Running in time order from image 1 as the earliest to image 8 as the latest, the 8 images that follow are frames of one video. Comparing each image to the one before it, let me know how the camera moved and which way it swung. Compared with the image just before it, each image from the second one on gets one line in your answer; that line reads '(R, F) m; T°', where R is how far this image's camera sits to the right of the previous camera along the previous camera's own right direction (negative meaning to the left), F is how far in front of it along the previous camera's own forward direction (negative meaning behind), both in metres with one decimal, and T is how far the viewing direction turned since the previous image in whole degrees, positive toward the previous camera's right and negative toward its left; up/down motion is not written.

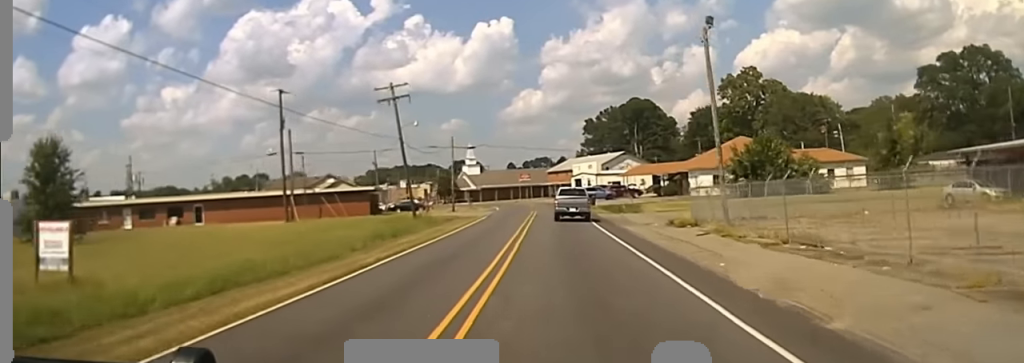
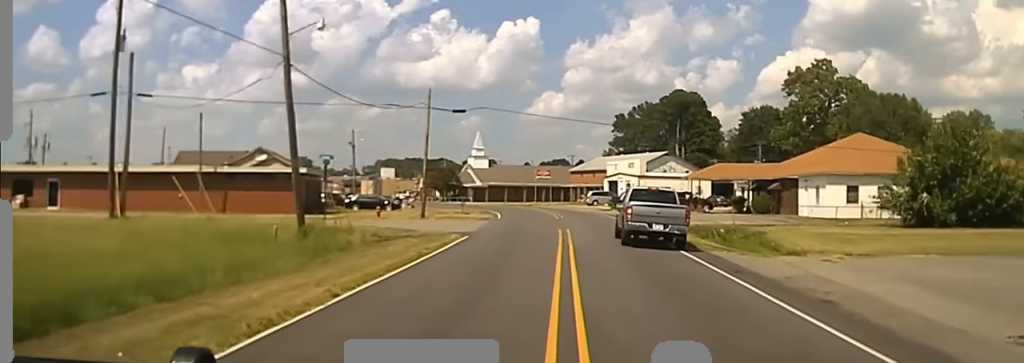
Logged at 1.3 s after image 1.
(0.0, +36.1) m; -1°
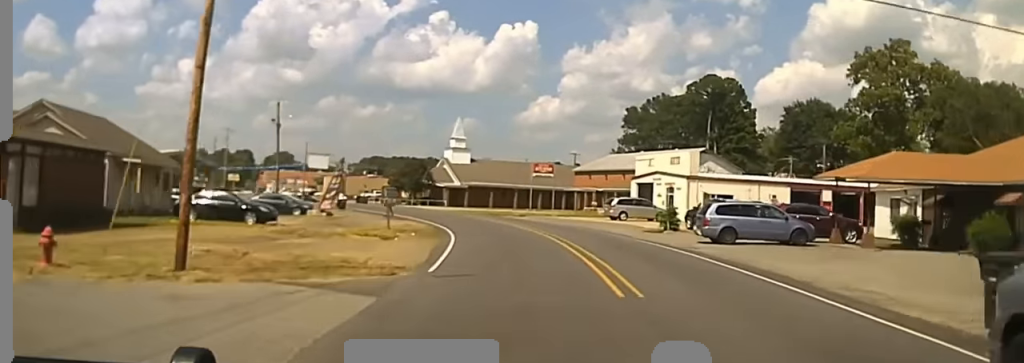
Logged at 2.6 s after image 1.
(-0.4, +34.8) m; -1°
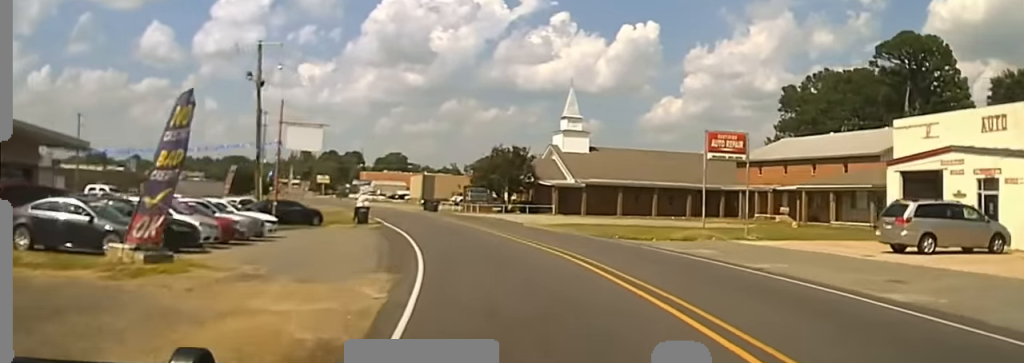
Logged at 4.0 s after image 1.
(+0.2, +37.5) m; -1°
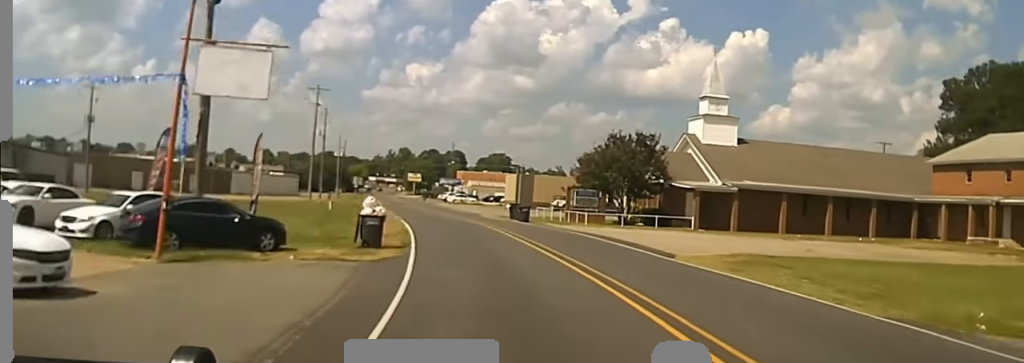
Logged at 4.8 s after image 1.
(+0.1, +22.9) m; -5°
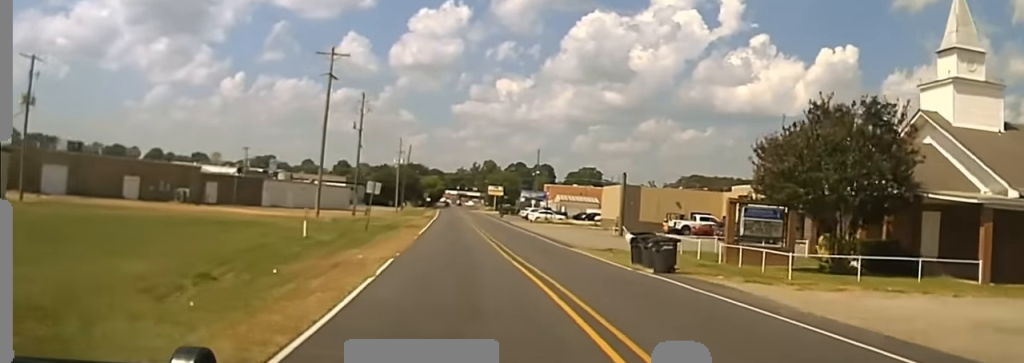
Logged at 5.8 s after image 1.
(-2.2, +27.1) m; -9°
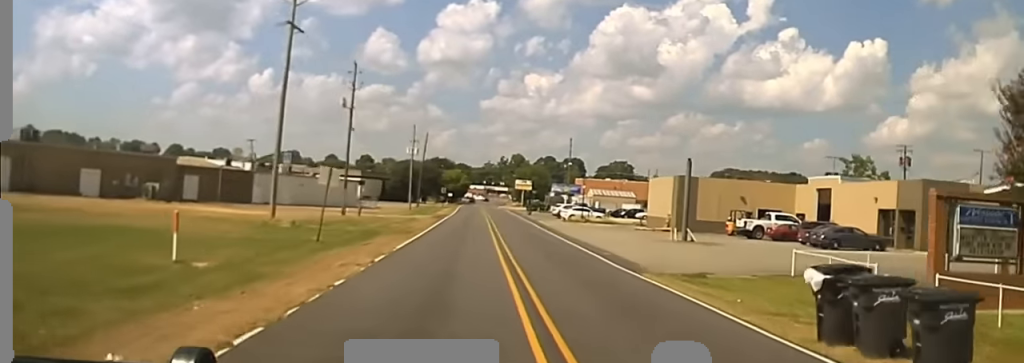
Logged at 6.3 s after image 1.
(-1.1, +16.2) m; -3°
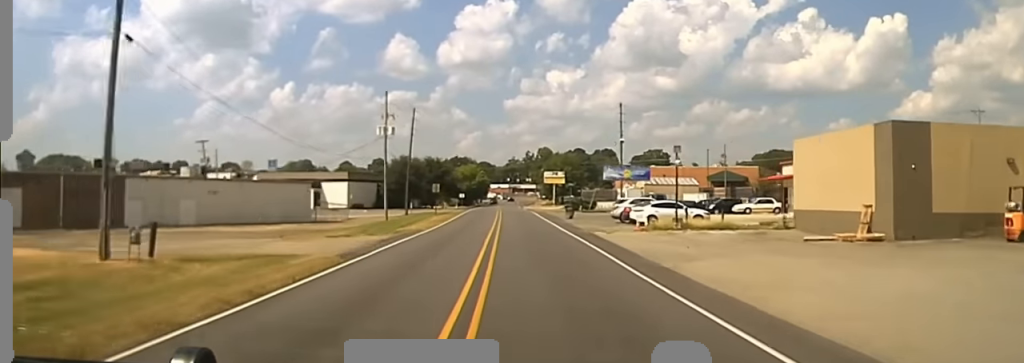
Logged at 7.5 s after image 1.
(-1.7, +37.9) m; -4°
